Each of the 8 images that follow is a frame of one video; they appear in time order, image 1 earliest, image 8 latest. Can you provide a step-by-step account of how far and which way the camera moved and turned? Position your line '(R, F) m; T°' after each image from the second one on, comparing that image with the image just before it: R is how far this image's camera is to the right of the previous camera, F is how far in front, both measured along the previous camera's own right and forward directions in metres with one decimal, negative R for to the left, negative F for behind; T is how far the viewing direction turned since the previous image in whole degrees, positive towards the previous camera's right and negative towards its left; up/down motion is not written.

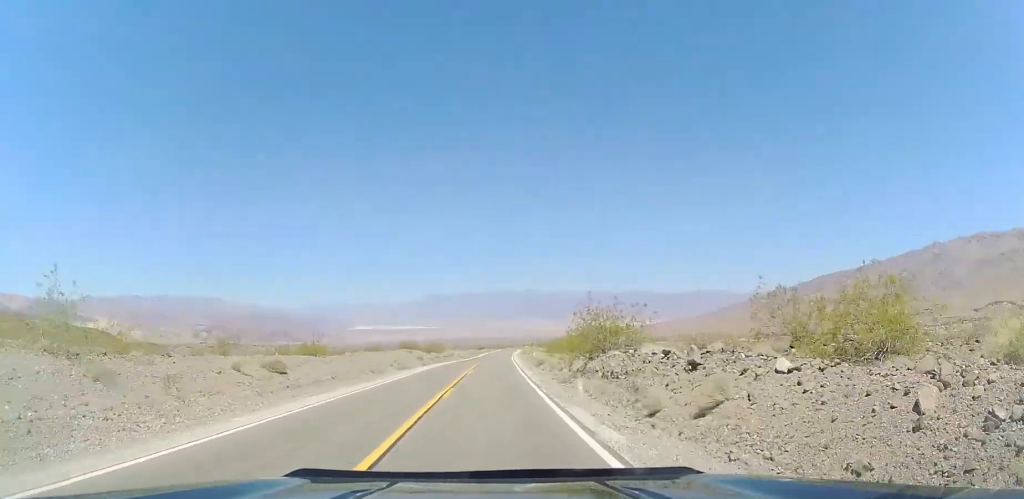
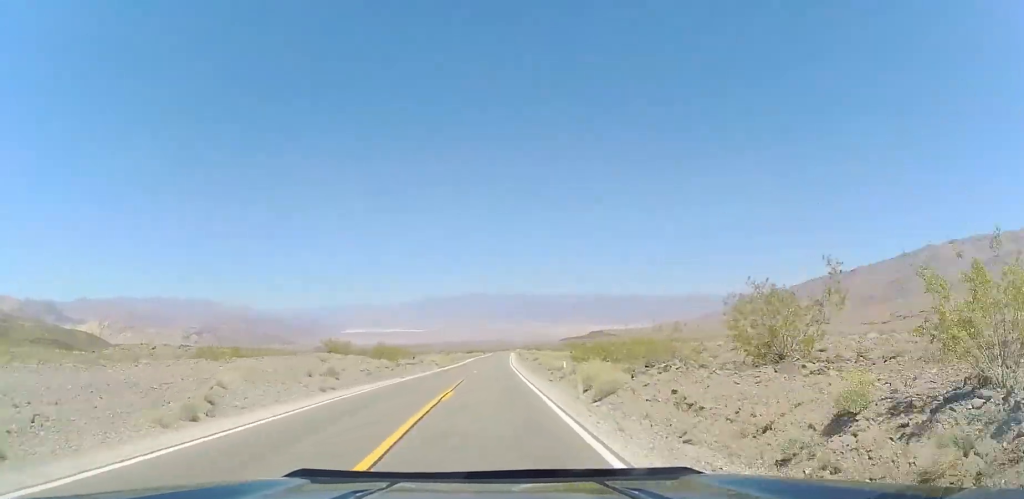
(-0.3, +29.4) m; 0°
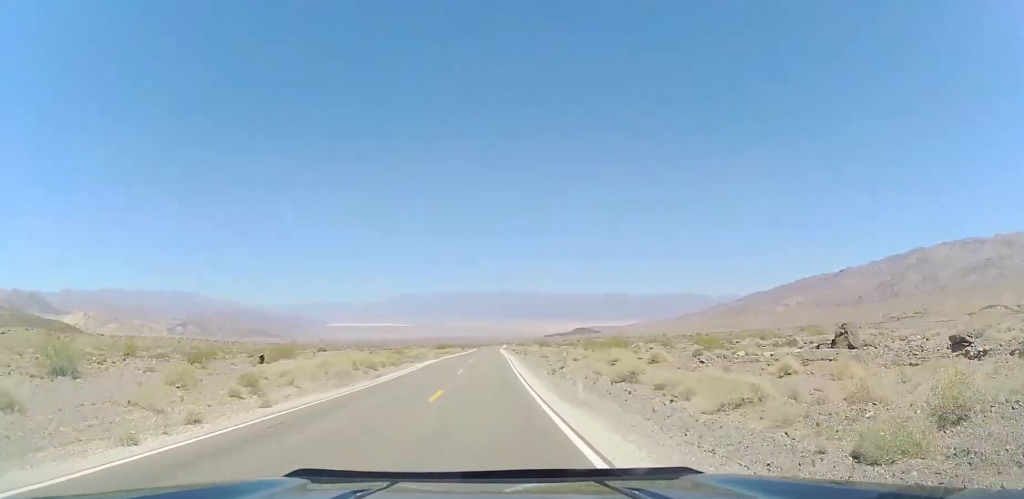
(+0.9, +54.2) m; +2°
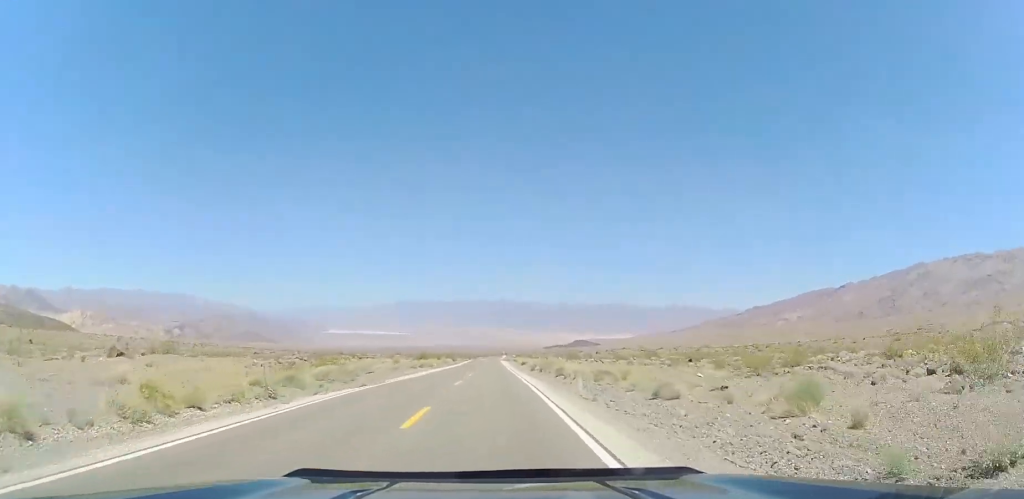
(+0.6, +35.0) m; +2°
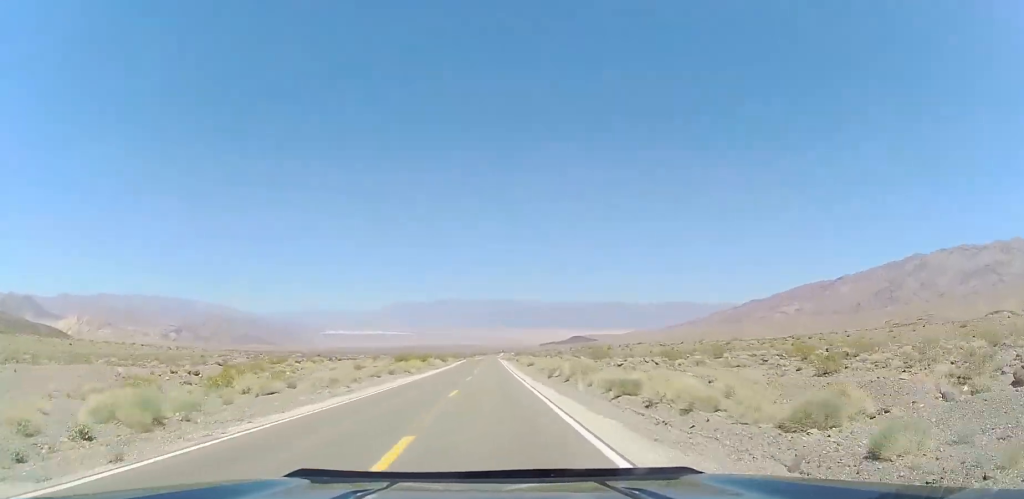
(+0.3, +18.5) m; +1°
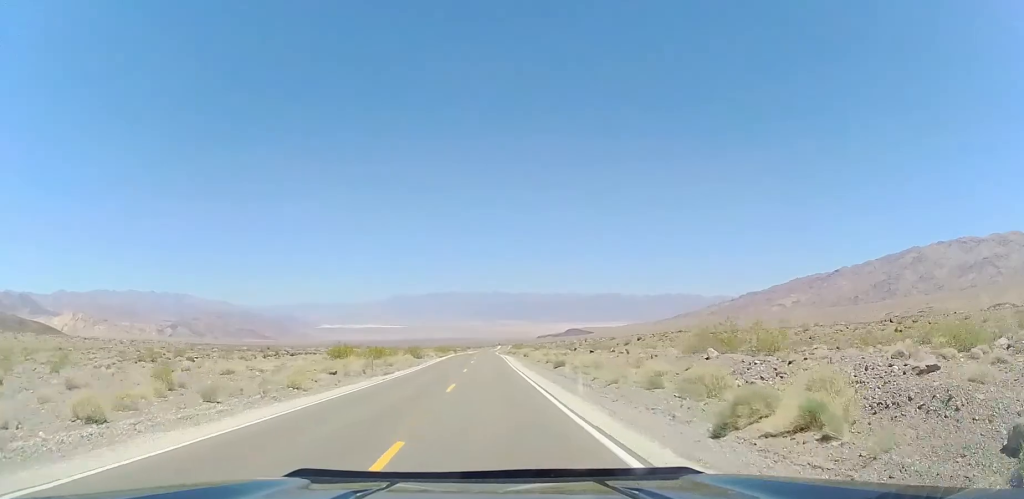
(0.0, +30.8) m; -1°
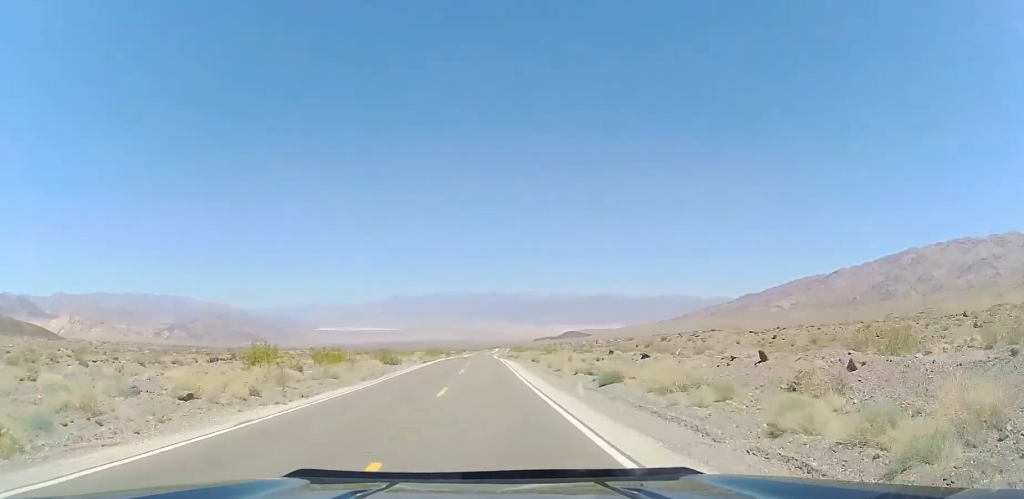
(-0.4, +16.2) m; 0°
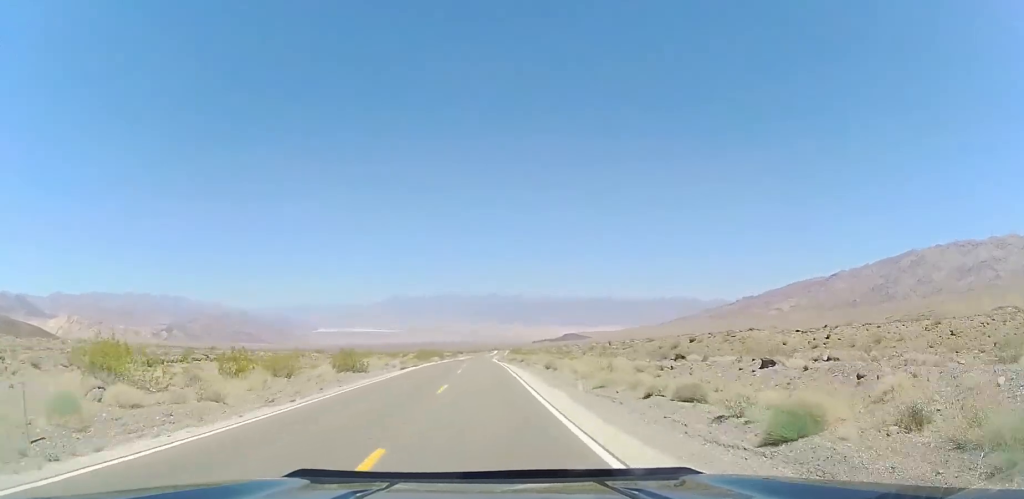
(+0.1, +13.6) m; 0°
